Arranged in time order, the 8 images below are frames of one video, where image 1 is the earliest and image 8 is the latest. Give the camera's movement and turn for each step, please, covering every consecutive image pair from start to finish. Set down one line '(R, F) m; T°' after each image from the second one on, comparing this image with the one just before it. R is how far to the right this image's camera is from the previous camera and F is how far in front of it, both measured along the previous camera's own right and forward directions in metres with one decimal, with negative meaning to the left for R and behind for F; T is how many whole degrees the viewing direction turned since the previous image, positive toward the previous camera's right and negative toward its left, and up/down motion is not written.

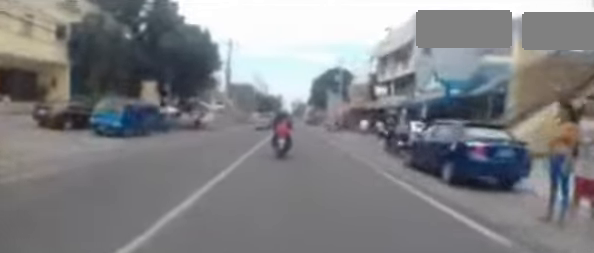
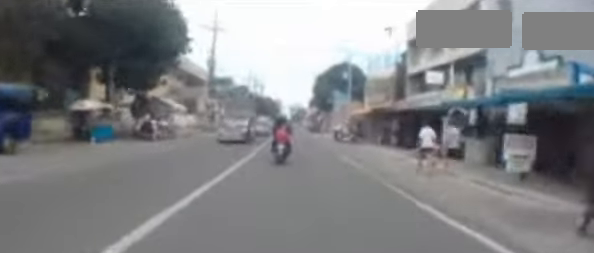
(0.0, +10.3) m; 0°
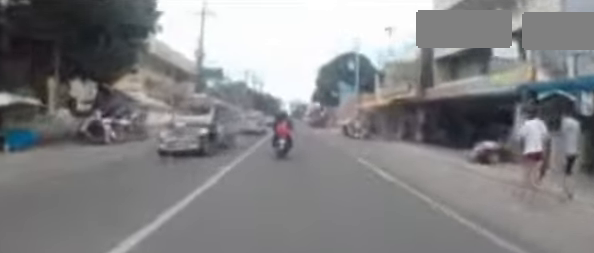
(0.0, +5.8) m; +1°
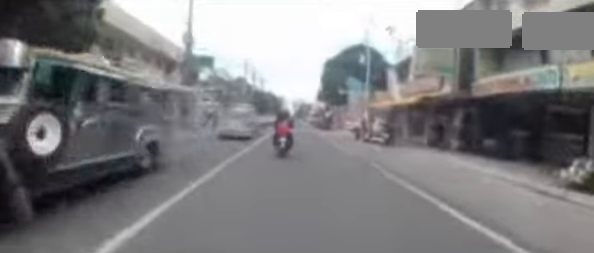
(0.0, +5.0) m; +1°
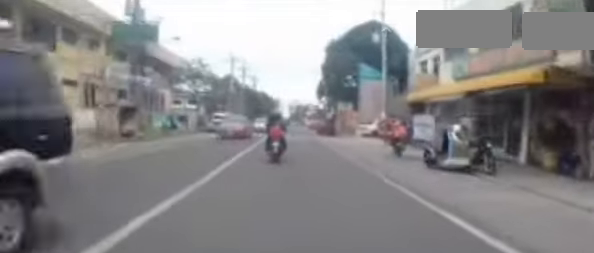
(+0.1, +9.3) m; +2°
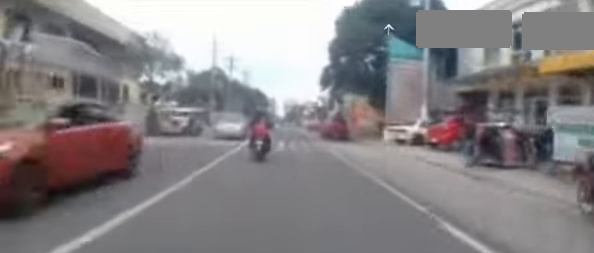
(+0.3, +10.6) m; +1°
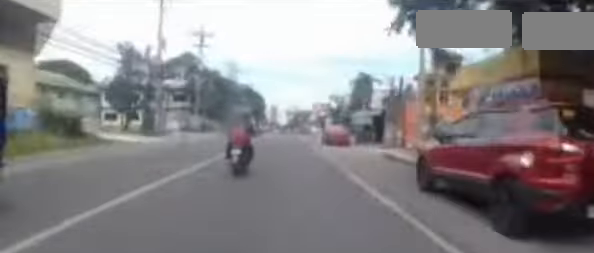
(-0.7, +19.9) m; -4°
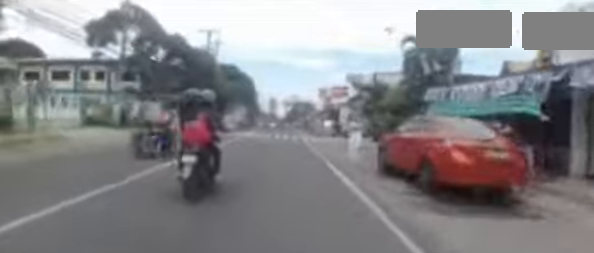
(-0.1, +16.9) m; -1°
